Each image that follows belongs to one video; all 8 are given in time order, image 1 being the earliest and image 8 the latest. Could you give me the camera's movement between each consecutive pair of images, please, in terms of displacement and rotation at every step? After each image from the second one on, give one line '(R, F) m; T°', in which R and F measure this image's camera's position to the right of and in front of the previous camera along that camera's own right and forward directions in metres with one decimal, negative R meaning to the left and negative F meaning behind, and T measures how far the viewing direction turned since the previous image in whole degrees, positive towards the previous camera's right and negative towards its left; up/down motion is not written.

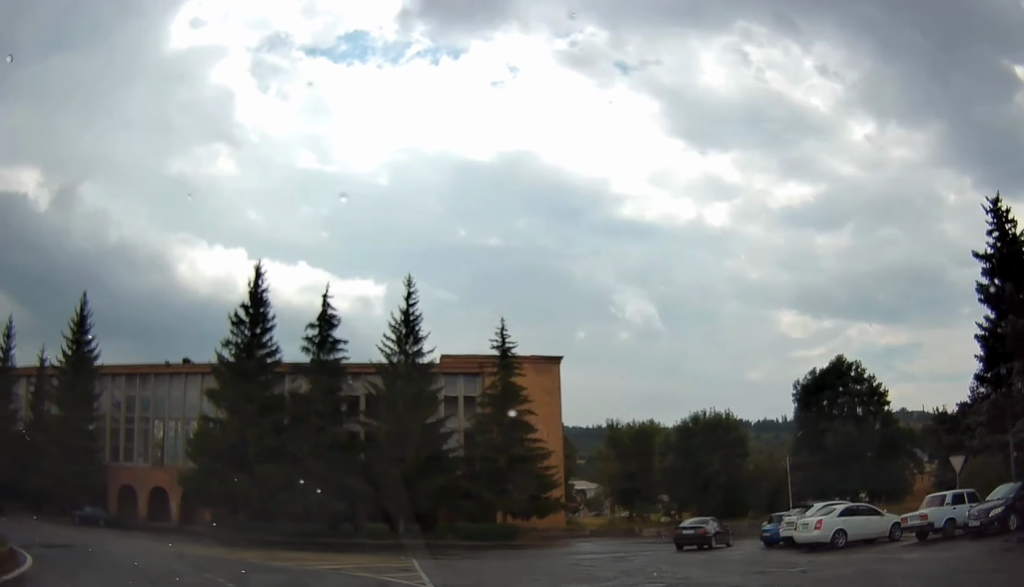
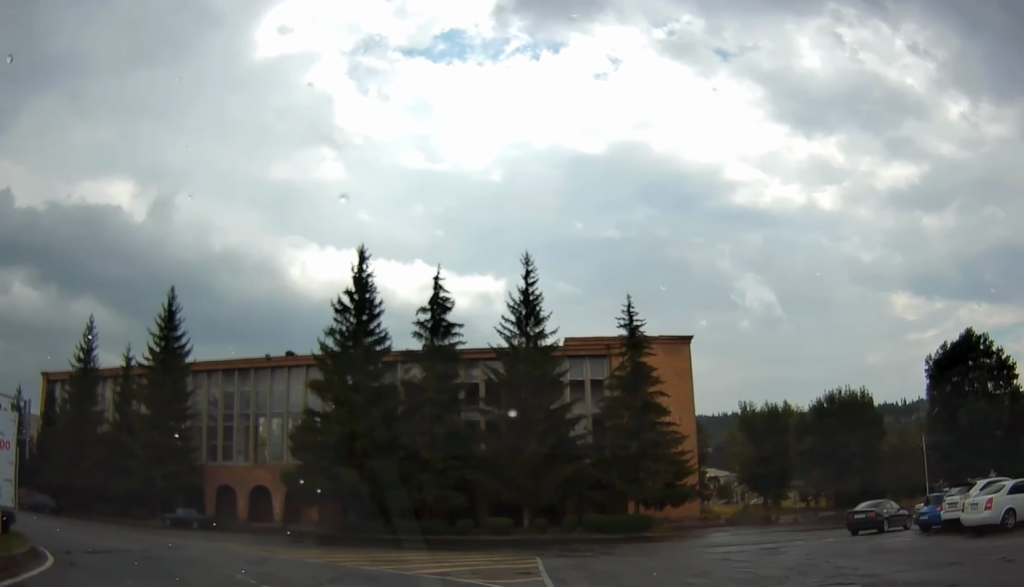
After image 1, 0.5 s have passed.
(-0.3, +3.4) m; -9°
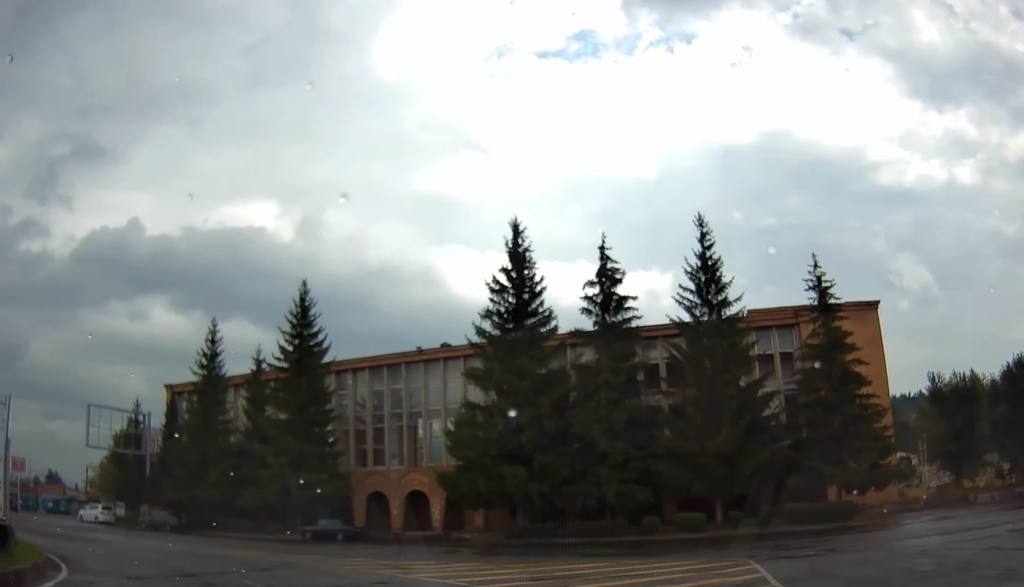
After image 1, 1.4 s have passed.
(-0.6, +5.5) m; -16°
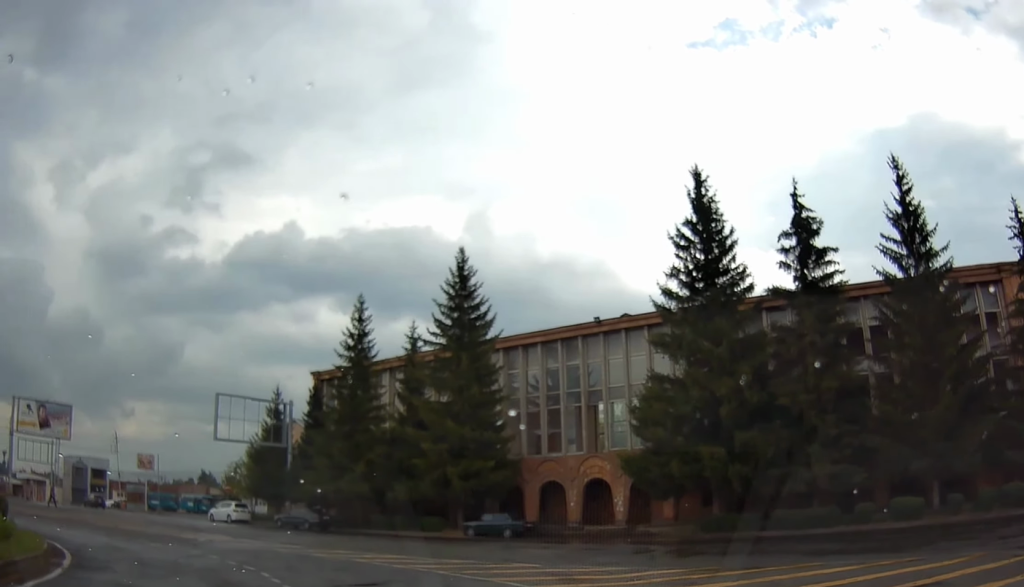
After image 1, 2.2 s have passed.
(-0.9, +5.7) m; -19°
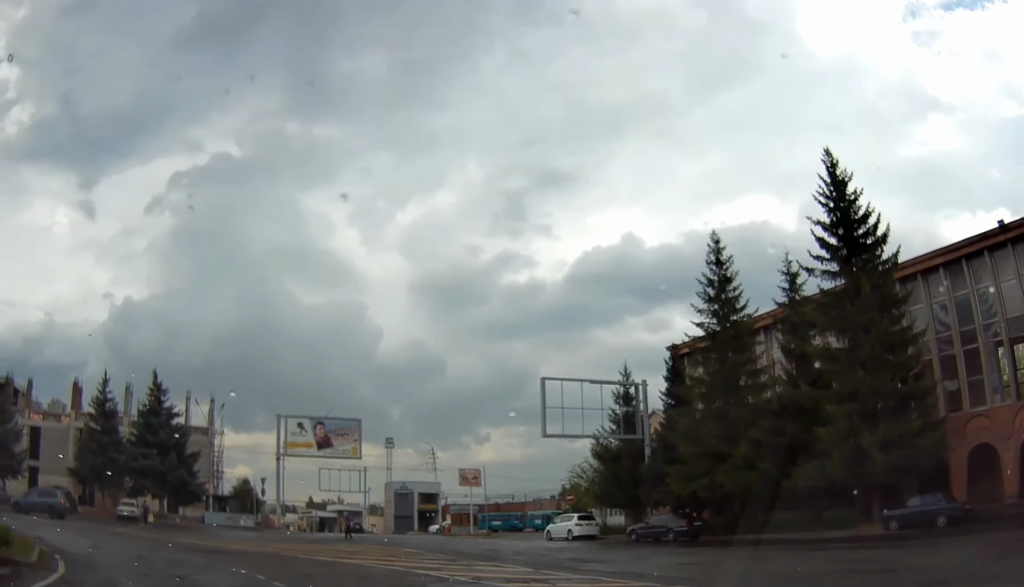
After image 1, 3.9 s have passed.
(-3.6, +10.6) m; -36°
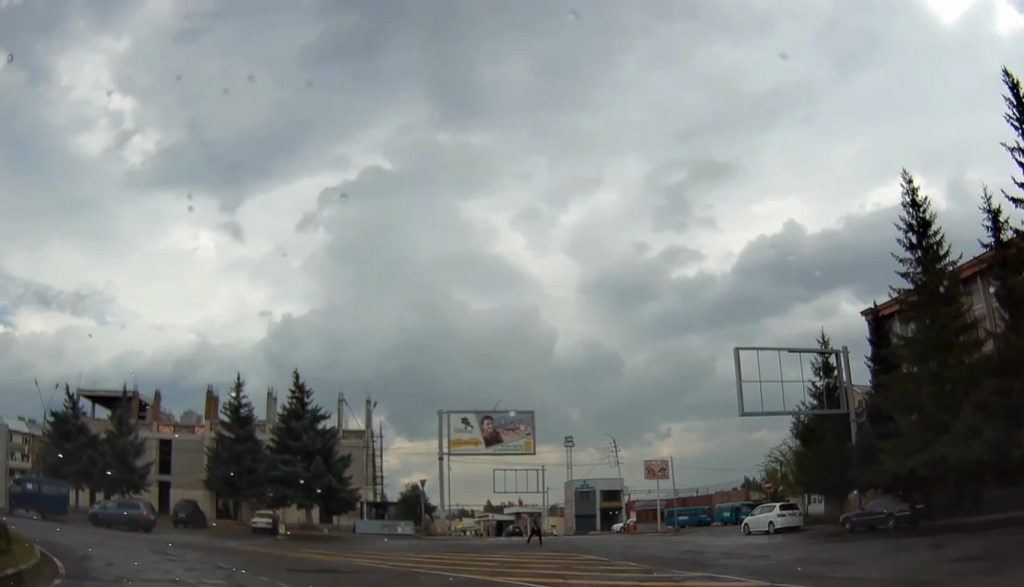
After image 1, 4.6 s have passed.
(-0.7, +5.1) m; -14°
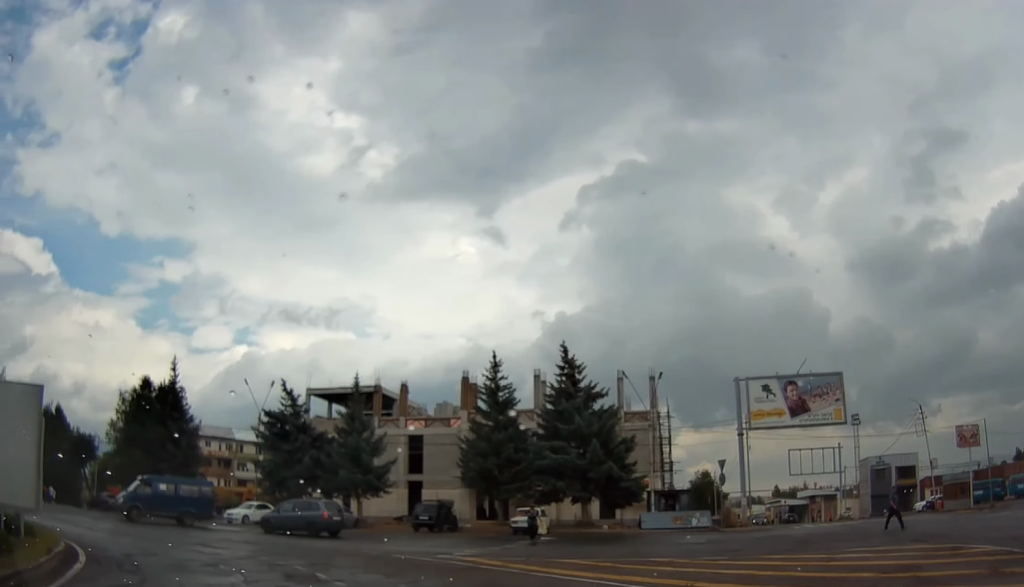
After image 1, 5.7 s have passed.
(-1.3, +7.2) m; -22°
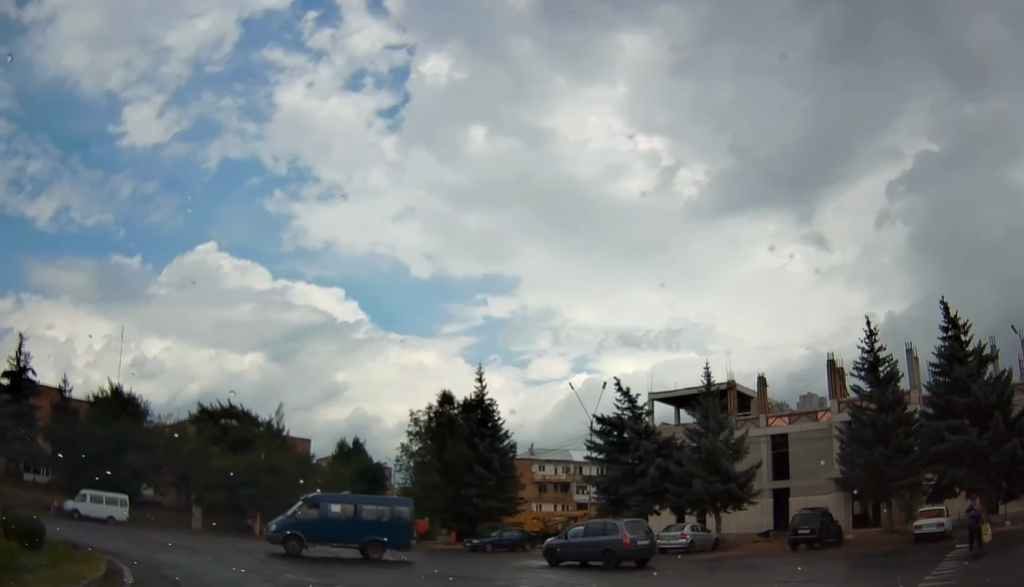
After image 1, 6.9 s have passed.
(-2.0, +8.7) m; -22°
